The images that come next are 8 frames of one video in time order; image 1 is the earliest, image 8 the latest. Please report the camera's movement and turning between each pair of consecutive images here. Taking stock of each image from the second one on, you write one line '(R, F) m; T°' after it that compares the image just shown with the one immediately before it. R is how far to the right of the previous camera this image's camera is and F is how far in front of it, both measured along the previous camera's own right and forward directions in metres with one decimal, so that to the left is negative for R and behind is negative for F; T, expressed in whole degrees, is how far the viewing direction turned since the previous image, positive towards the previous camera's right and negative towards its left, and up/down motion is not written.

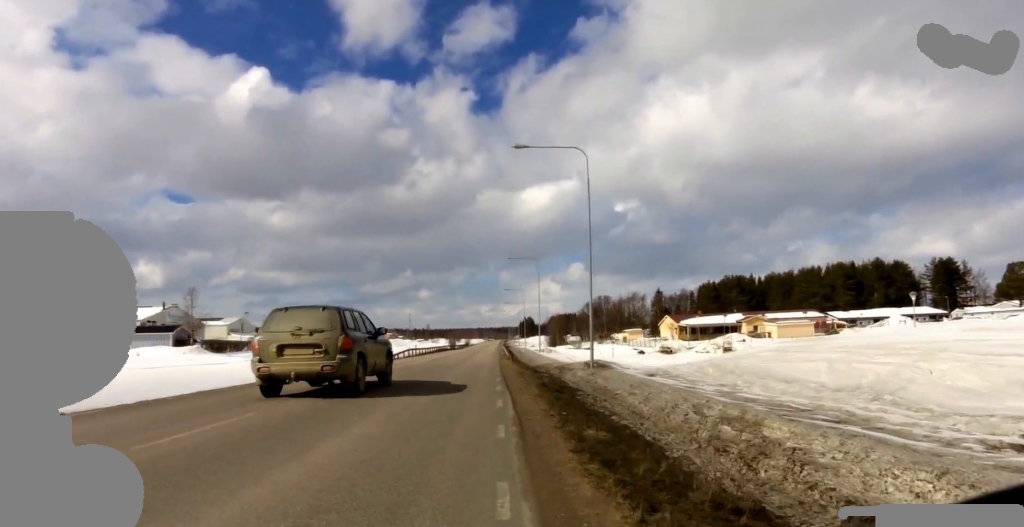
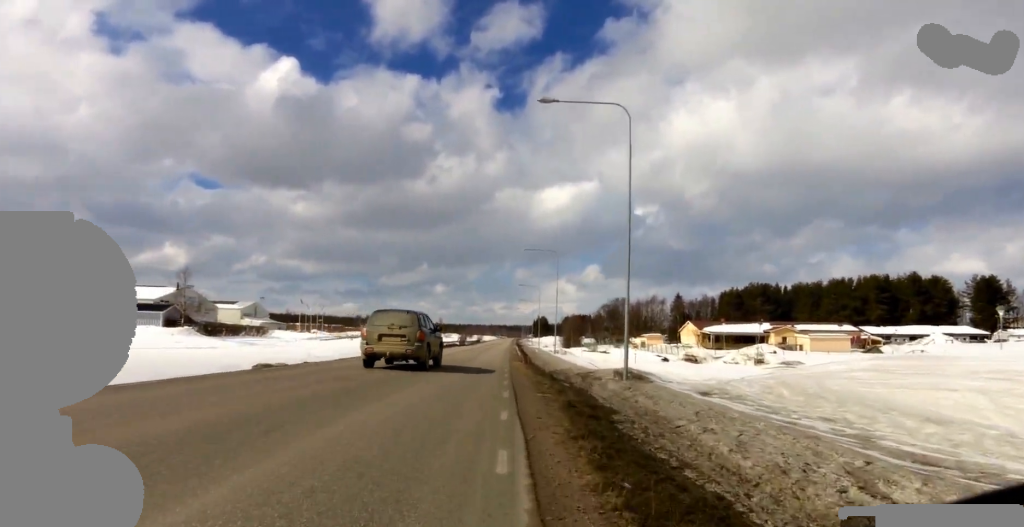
(-0.6, +4.9) m; 0°
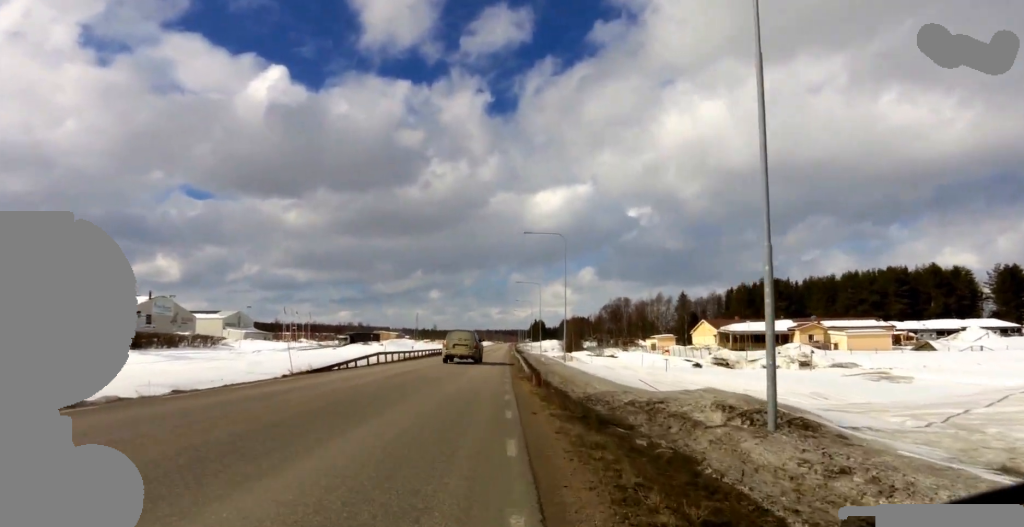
(+1.4, +10.6) m; +6°
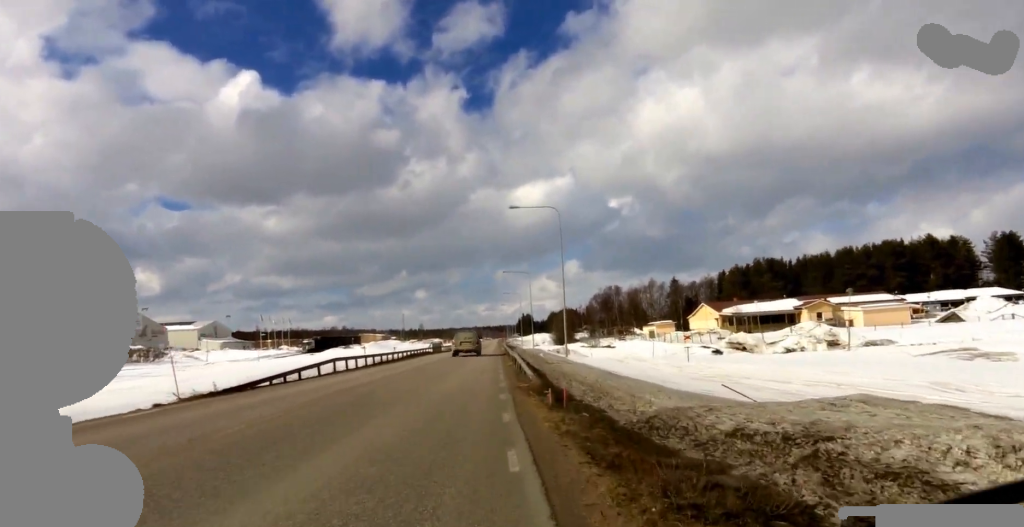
(+0.1, +7.1) m; -6°
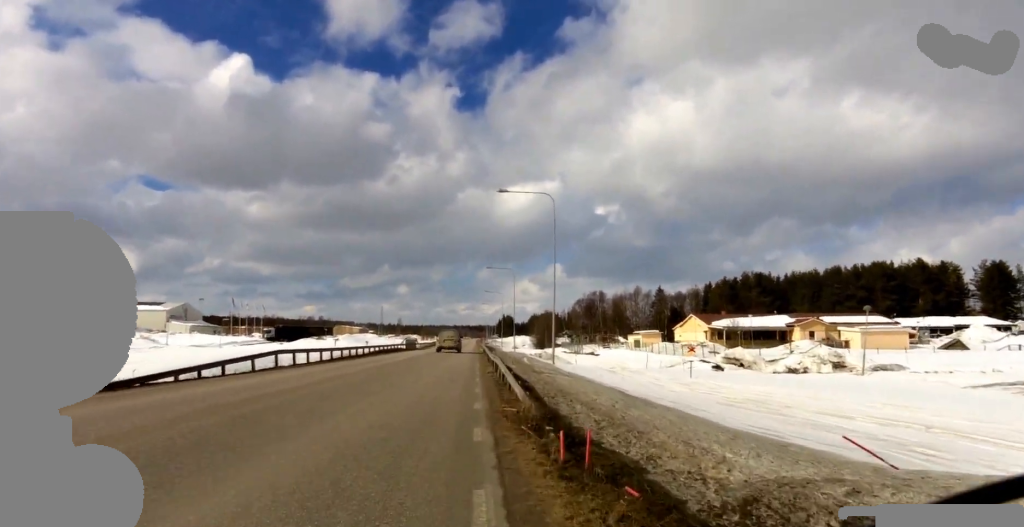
(-0.6, +4.4) m; 0°
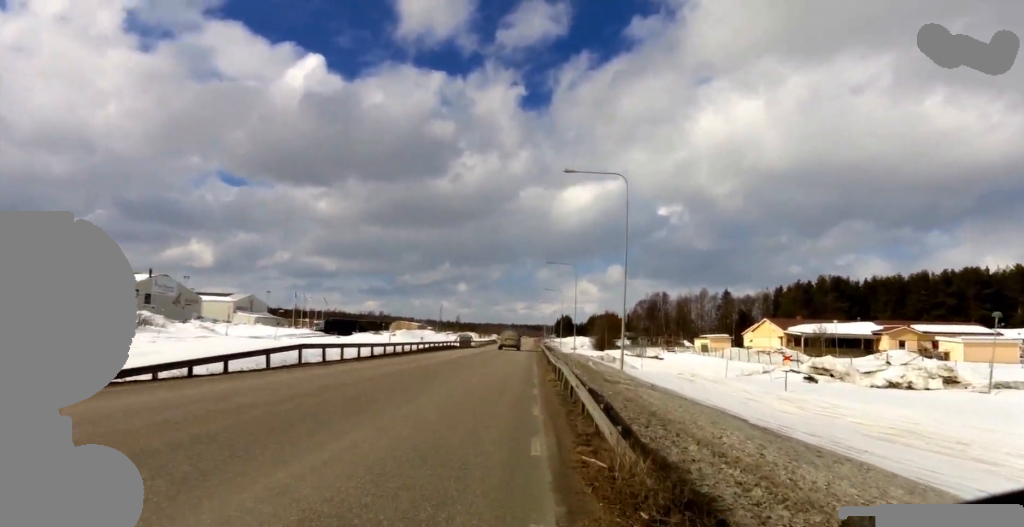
(-0.5, +3.8) m; 0°
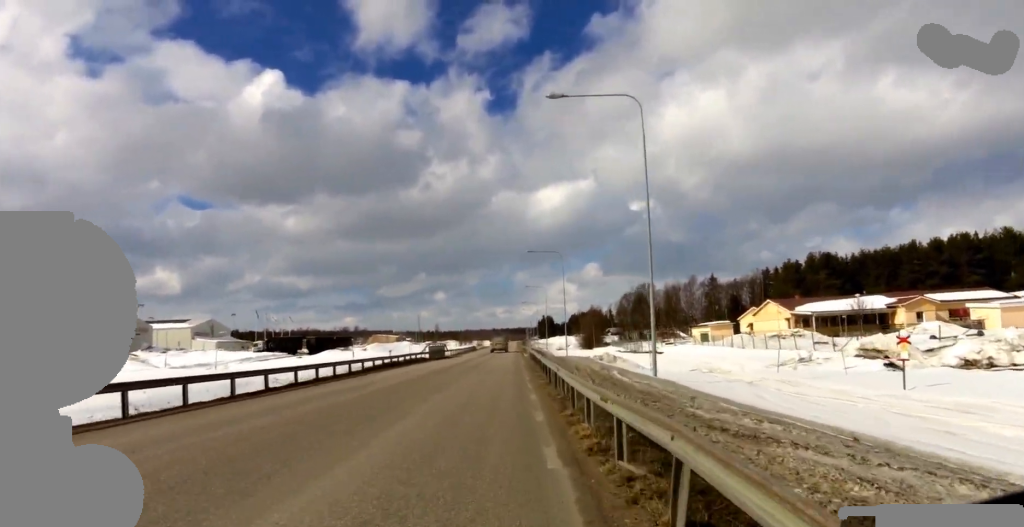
(+1.2, +9.5) m; +7°
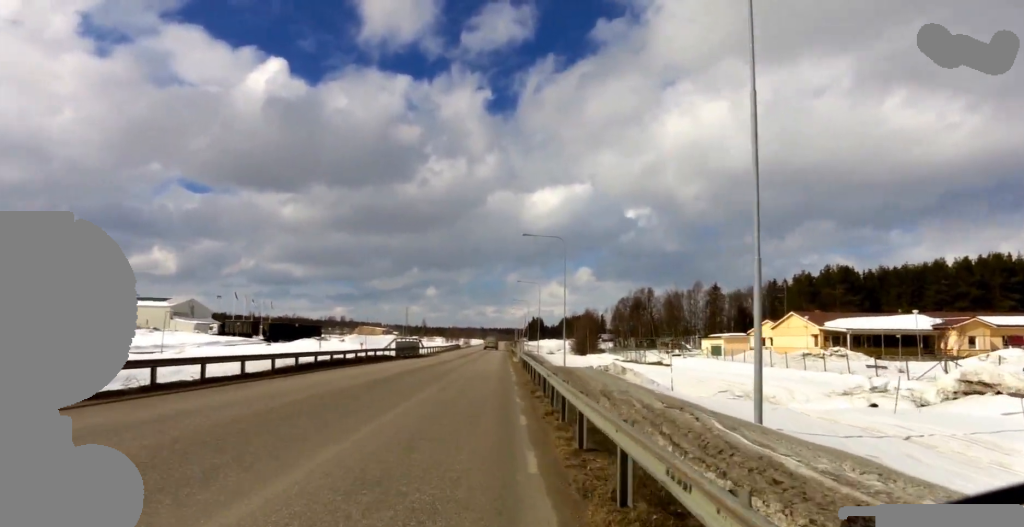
(0.0, +8.9) m; -7°
